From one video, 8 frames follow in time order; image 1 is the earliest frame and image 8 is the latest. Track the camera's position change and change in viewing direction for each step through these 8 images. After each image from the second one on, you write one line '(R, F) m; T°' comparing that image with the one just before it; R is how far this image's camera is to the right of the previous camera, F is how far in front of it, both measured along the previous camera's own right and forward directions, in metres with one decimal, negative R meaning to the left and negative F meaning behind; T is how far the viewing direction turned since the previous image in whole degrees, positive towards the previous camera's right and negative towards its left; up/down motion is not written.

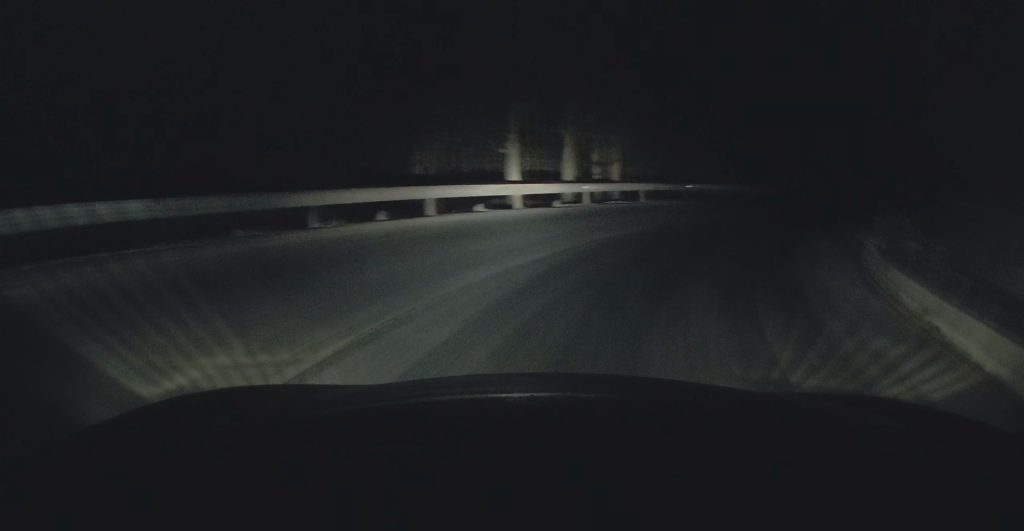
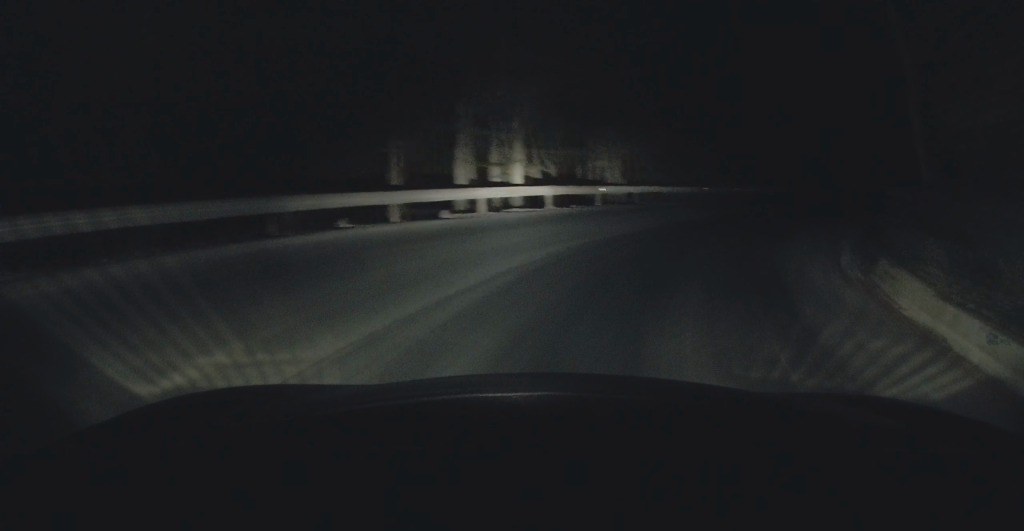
(0.0, +2.9) m; +9°
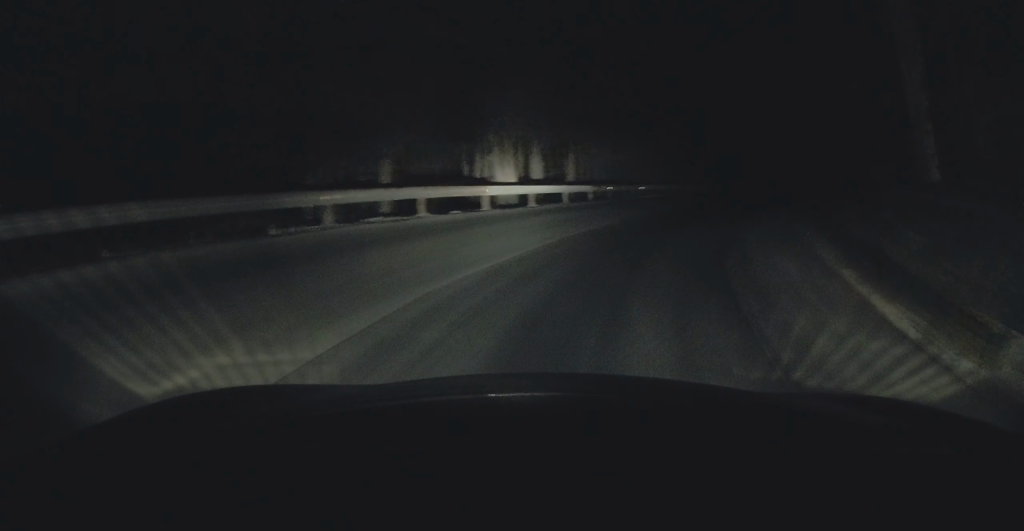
(+0.5, +4.1) m; +5°
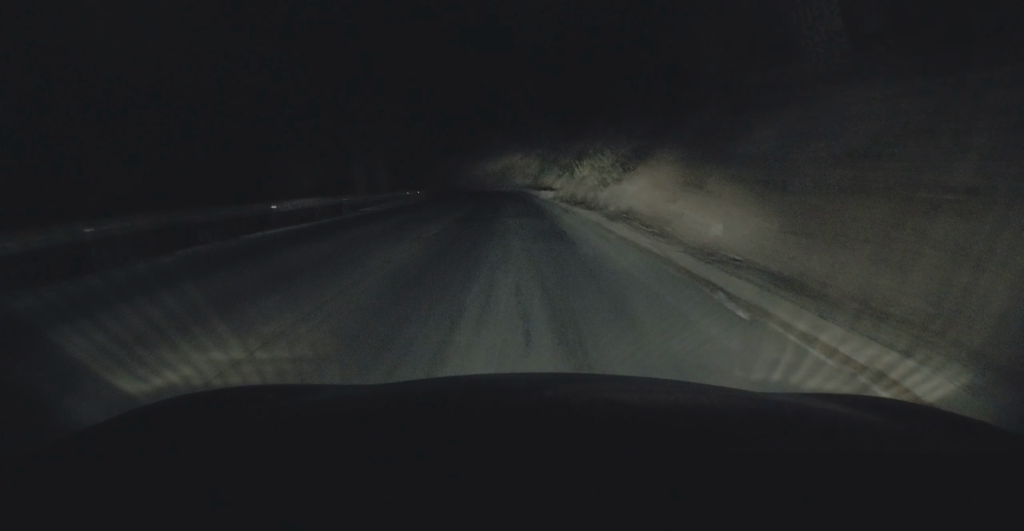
(+3.3, +23.7) m; +15°
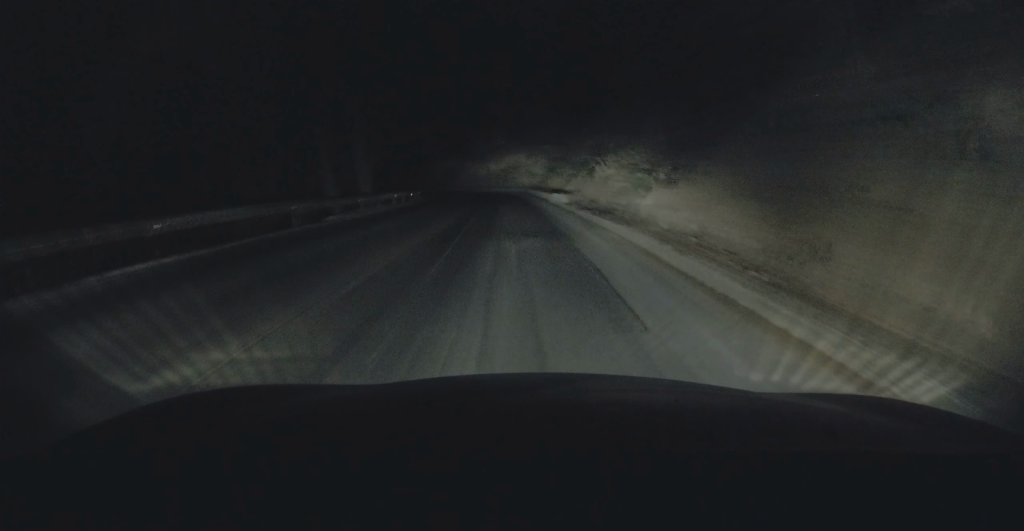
(+0.3, +5.8) m; +3°
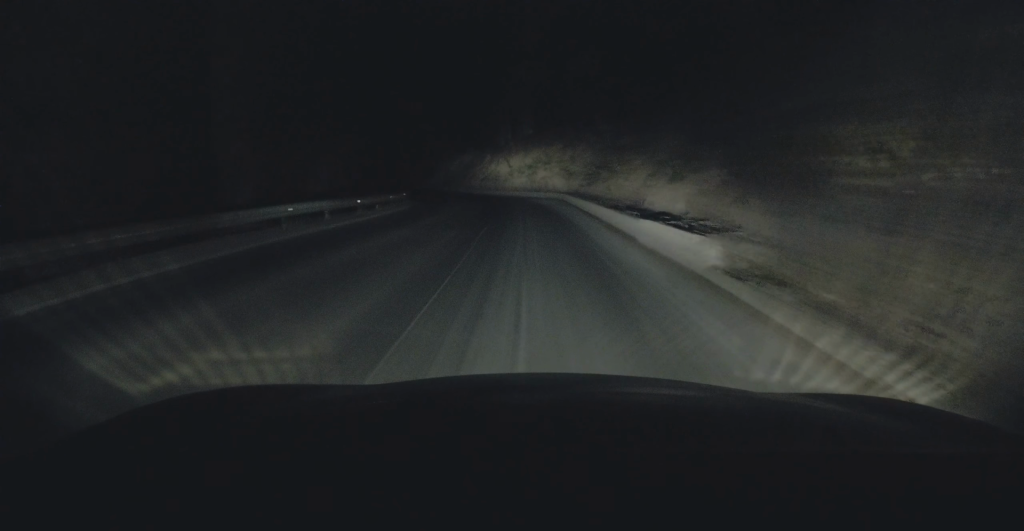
(+0.8, +16.9) m; +2°
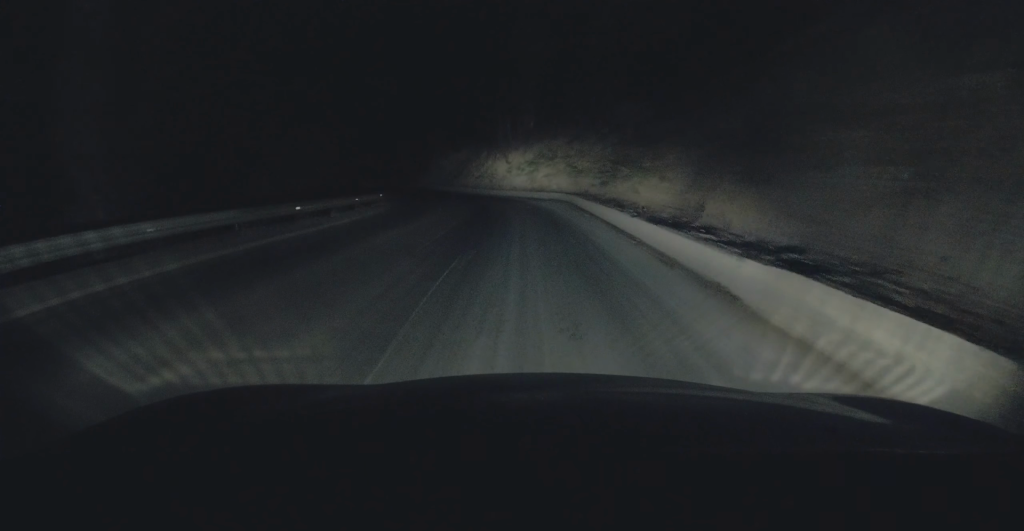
(-0.2, +5.7) m; -1°
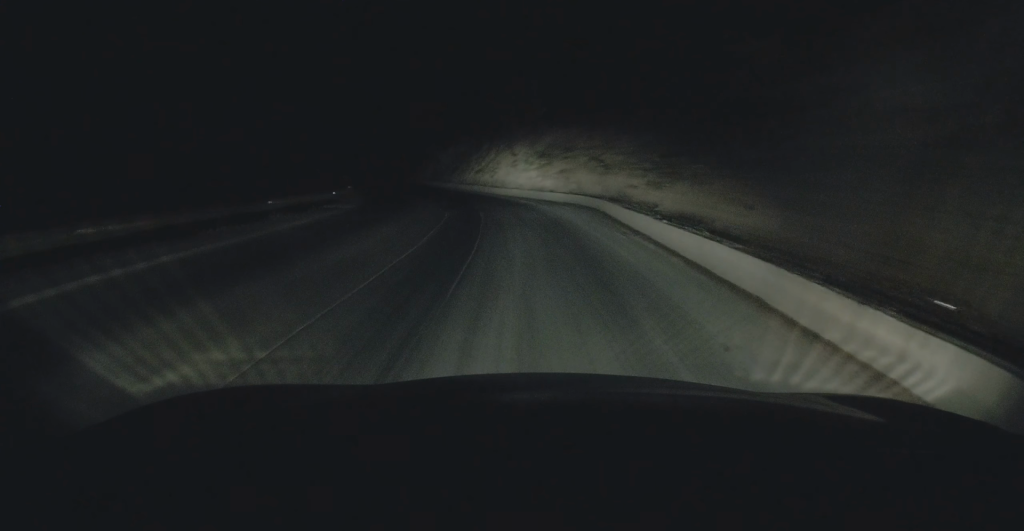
(+0.2, +8.2) m; -1°
